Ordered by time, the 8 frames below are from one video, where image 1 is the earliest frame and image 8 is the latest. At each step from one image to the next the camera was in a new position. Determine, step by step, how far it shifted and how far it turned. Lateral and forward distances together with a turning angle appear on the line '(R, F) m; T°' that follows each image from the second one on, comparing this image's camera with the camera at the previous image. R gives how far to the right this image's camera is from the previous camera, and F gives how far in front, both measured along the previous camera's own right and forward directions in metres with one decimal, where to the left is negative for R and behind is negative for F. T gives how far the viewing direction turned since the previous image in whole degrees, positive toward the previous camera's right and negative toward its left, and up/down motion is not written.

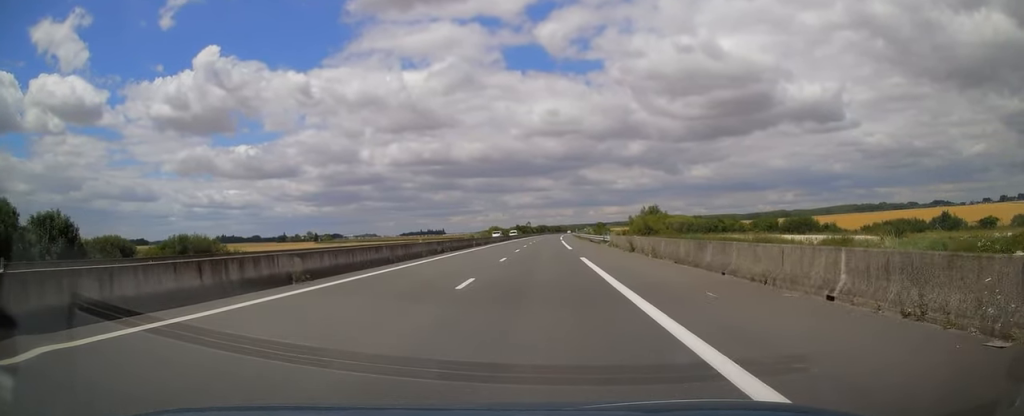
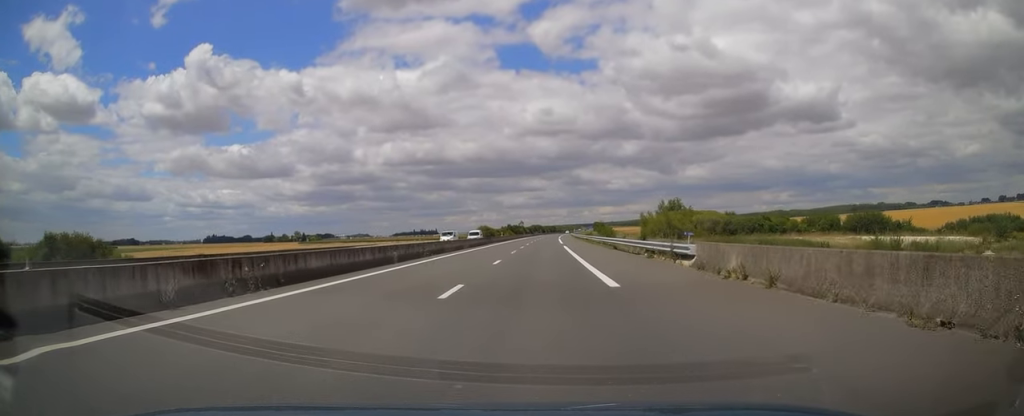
(+0.3, +27.4) m; 0°
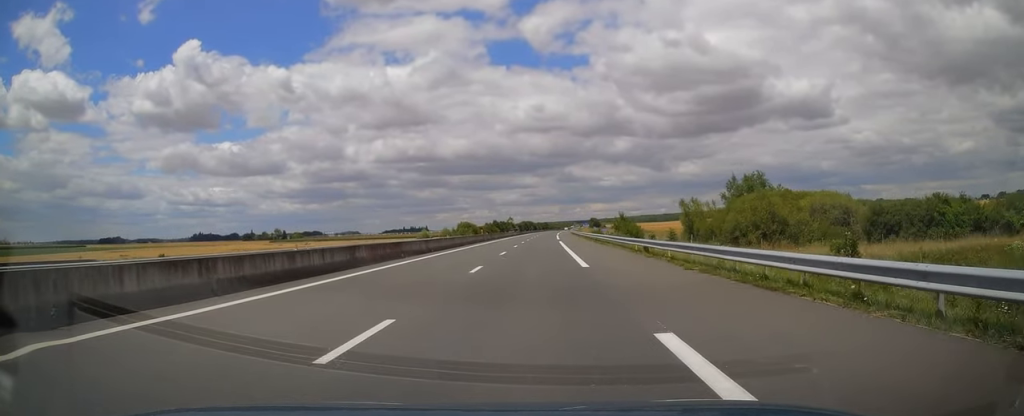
(-0.3, +45.0) m; 0°
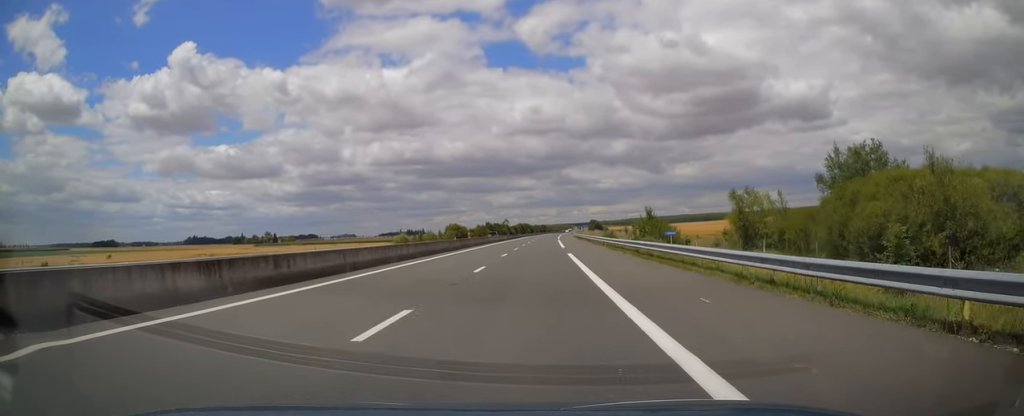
(+0.4, +24.4) m; +1°
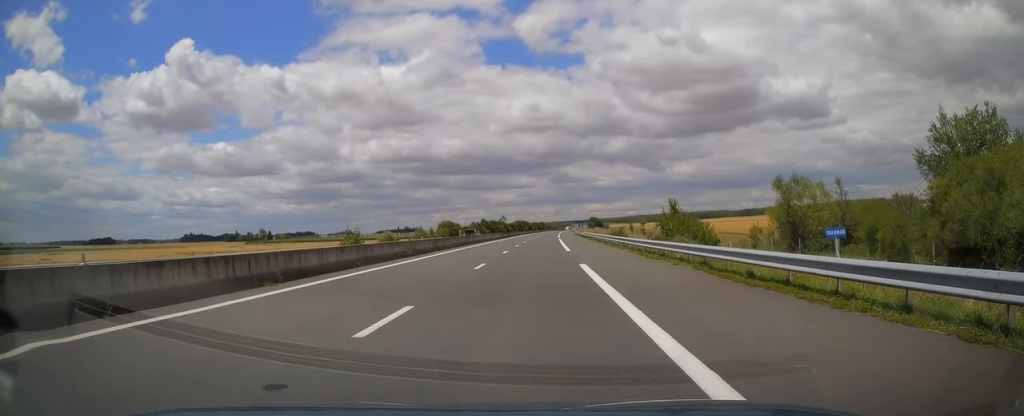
(+0.1, +12.7) m; 0°
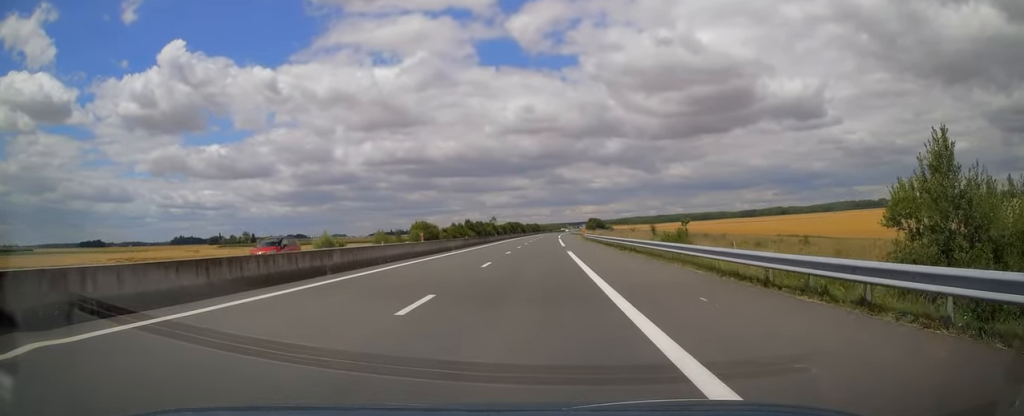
(0.0, +36.7) m; 0°
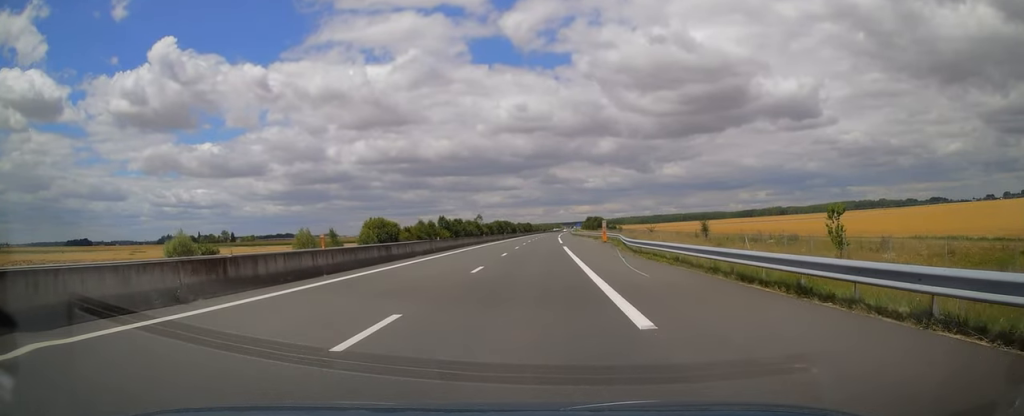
(+0.4, +41.6) m; +1°
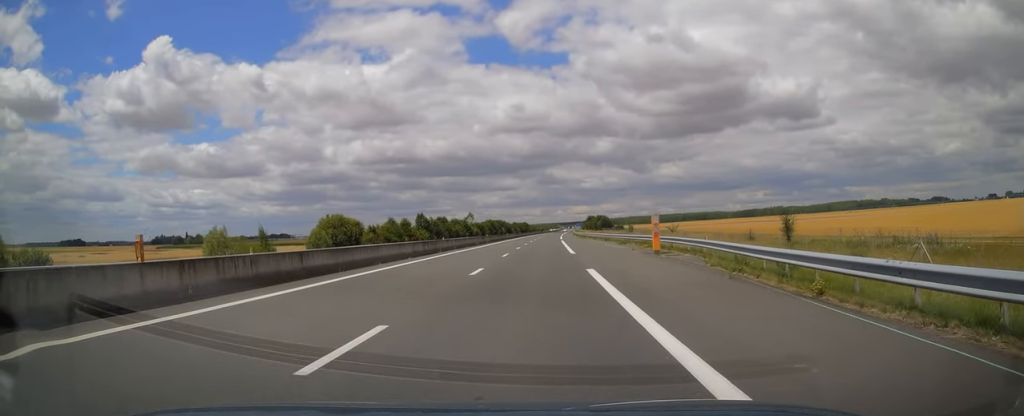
(-0.2, +26.9) m; 0°
